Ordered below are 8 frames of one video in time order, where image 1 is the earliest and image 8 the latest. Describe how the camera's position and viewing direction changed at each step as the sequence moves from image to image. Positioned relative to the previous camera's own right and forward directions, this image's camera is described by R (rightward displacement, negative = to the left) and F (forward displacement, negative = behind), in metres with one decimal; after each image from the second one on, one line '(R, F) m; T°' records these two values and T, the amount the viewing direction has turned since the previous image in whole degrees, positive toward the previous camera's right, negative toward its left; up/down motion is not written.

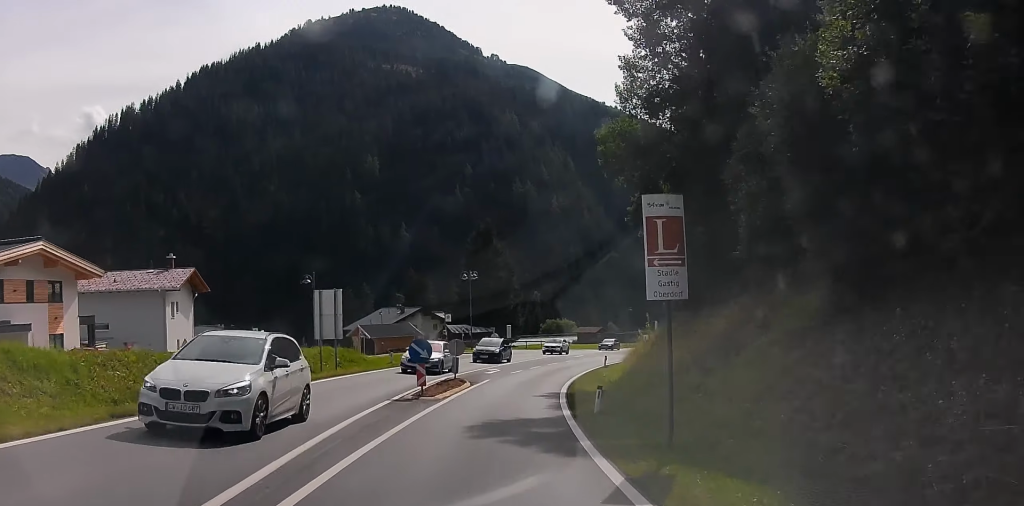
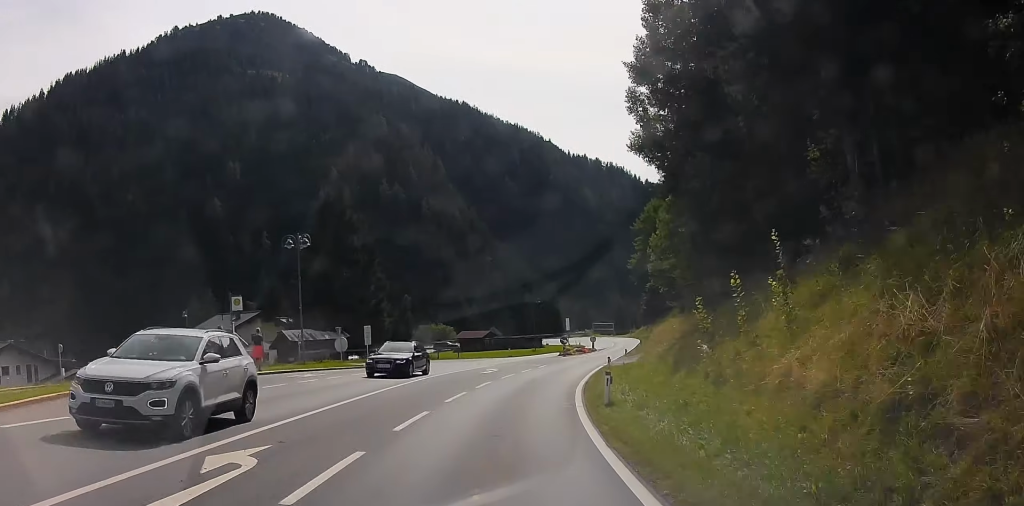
(+2.4, +30.8) m; +10°
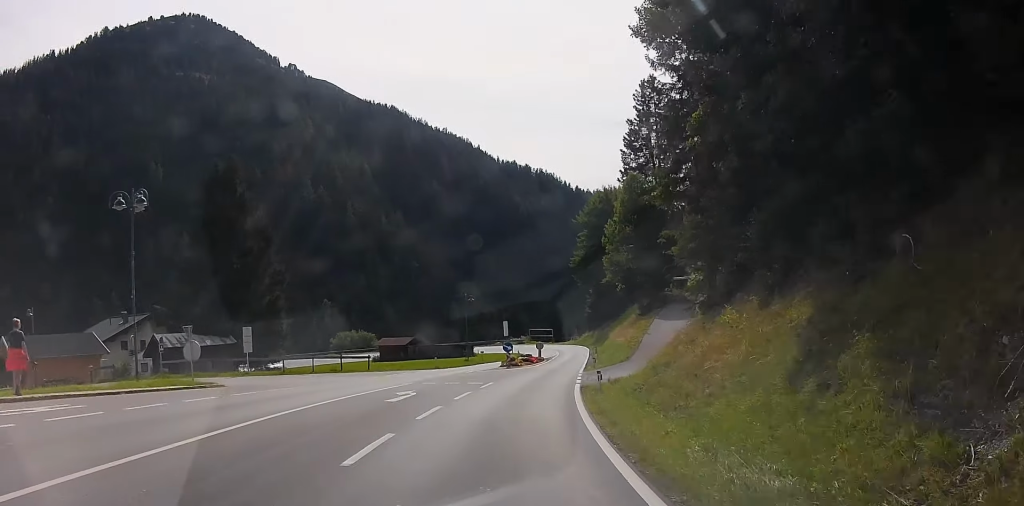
(-1.5, +15.8) m; -4°
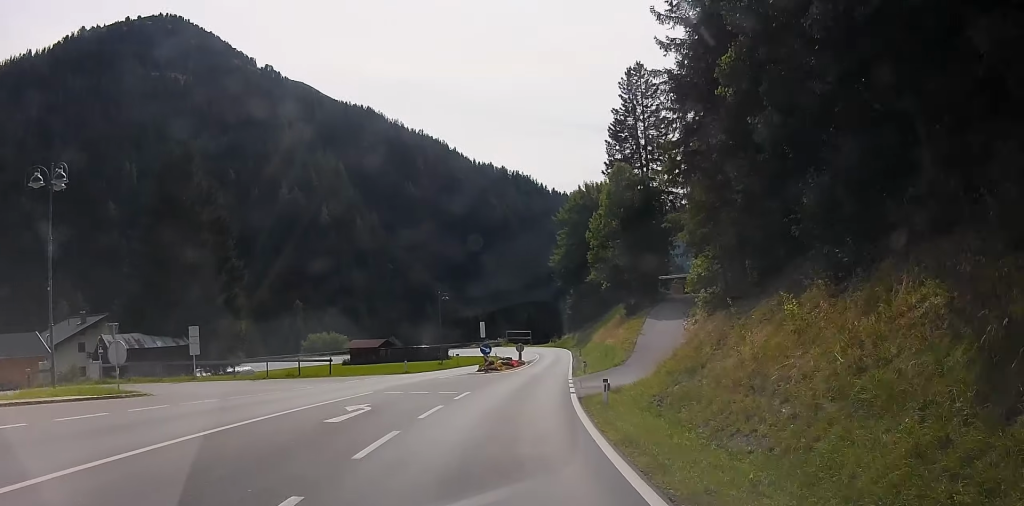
(-0.2, +5.4) m; +3°
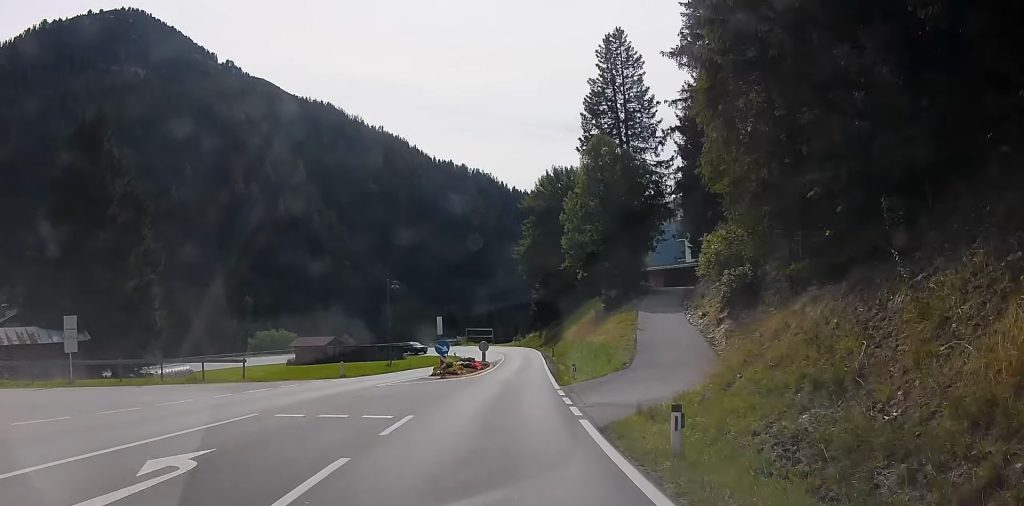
(+0.4, +9.9) m; +4°
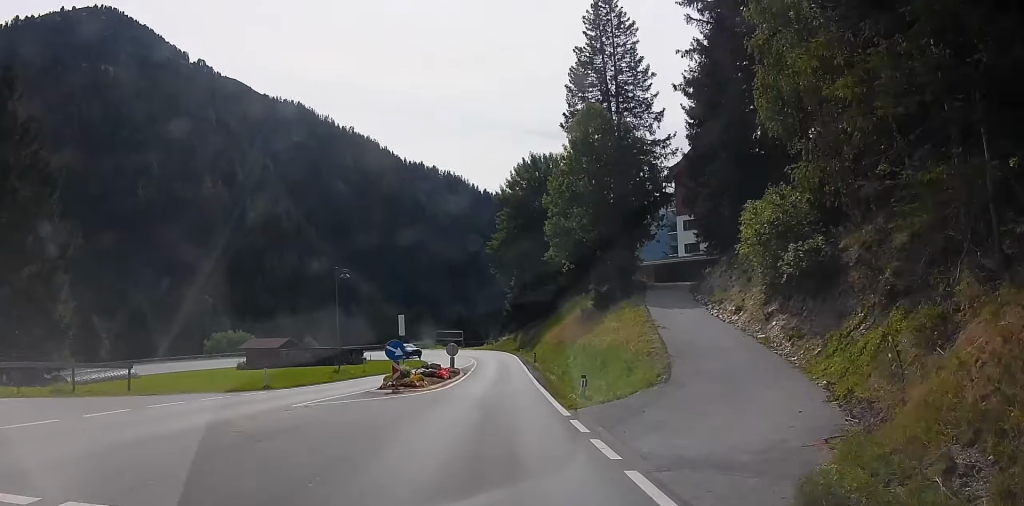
(+0.9, +9.6) m; +3°
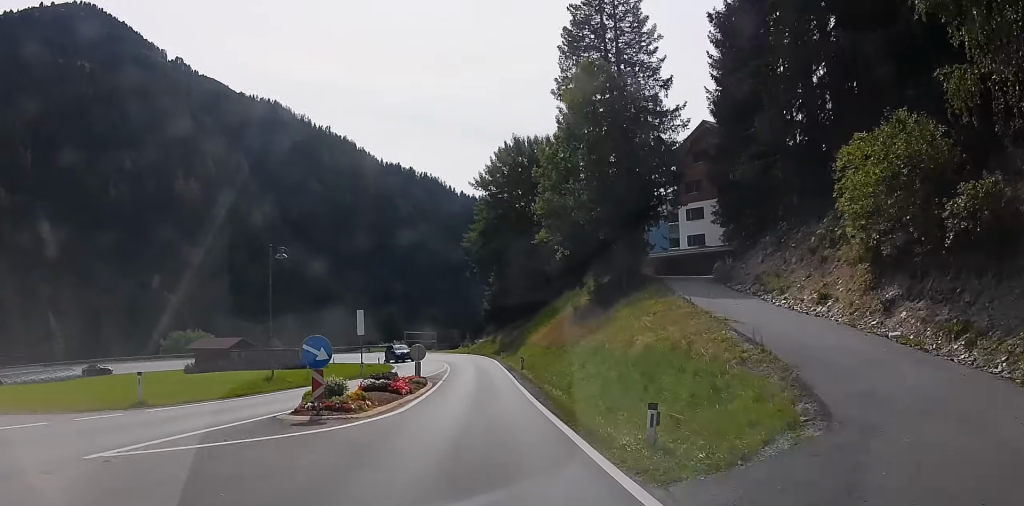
(-0.6, +9.8) m; 0°
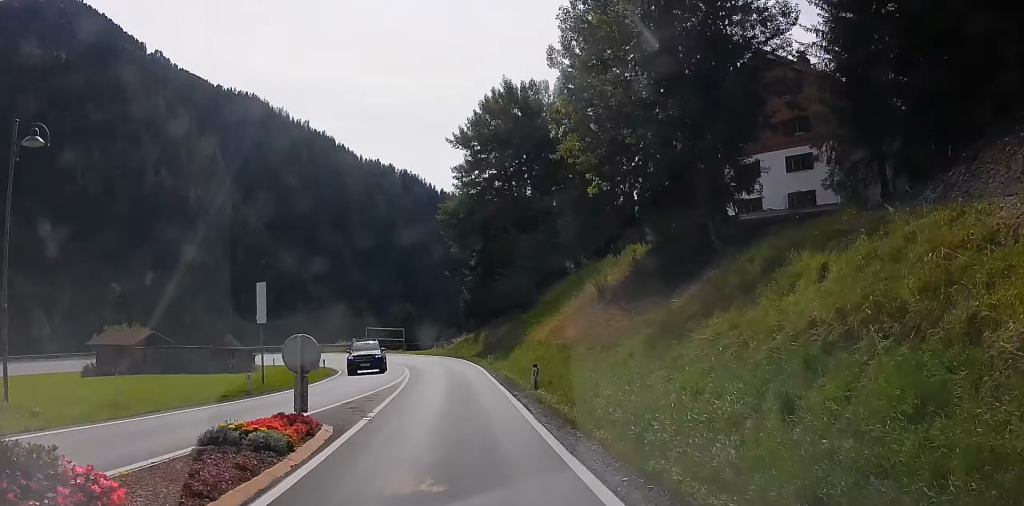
(+1.1, +18.6) m; +10°
